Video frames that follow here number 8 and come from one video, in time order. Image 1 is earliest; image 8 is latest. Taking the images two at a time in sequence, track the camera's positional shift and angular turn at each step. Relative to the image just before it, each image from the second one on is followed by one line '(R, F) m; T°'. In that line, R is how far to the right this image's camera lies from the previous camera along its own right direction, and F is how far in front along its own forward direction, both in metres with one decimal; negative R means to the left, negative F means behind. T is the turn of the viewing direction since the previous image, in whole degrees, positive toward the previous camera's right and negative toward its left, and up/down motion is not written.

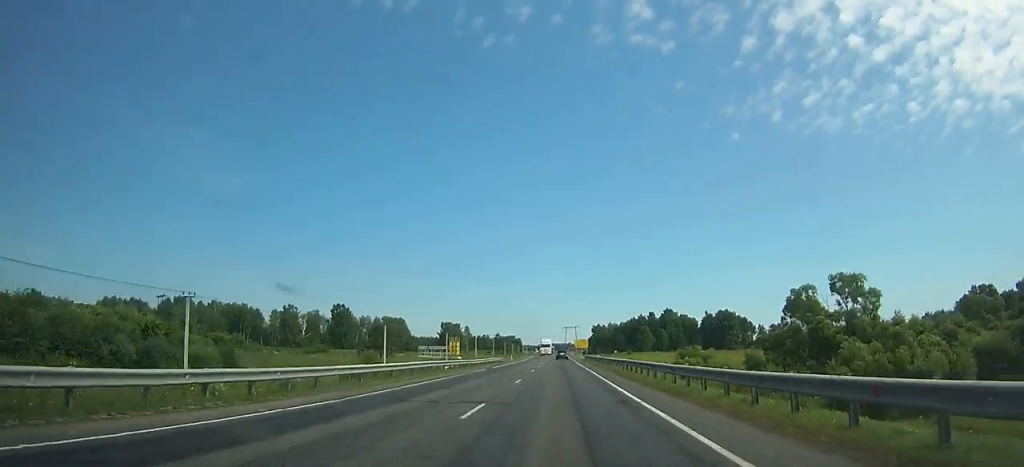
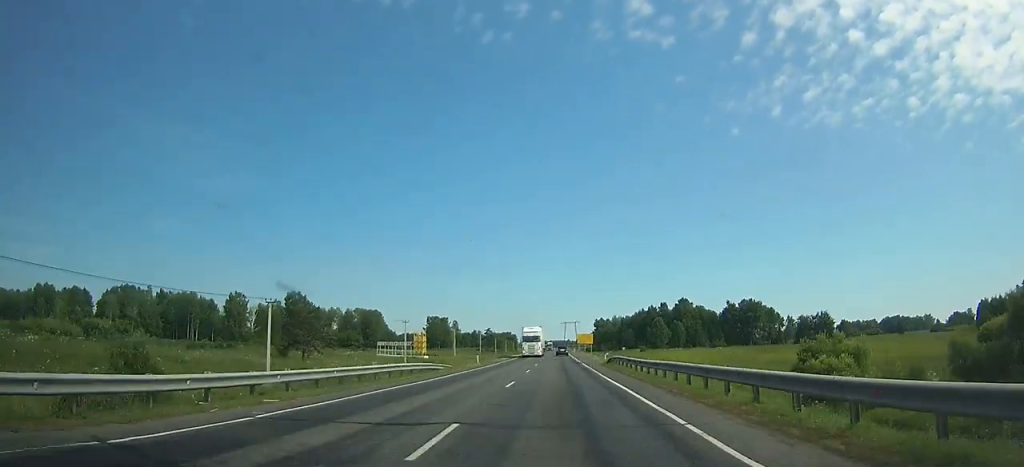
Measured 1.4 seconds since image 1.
(0.0, +39.5) m; 0°
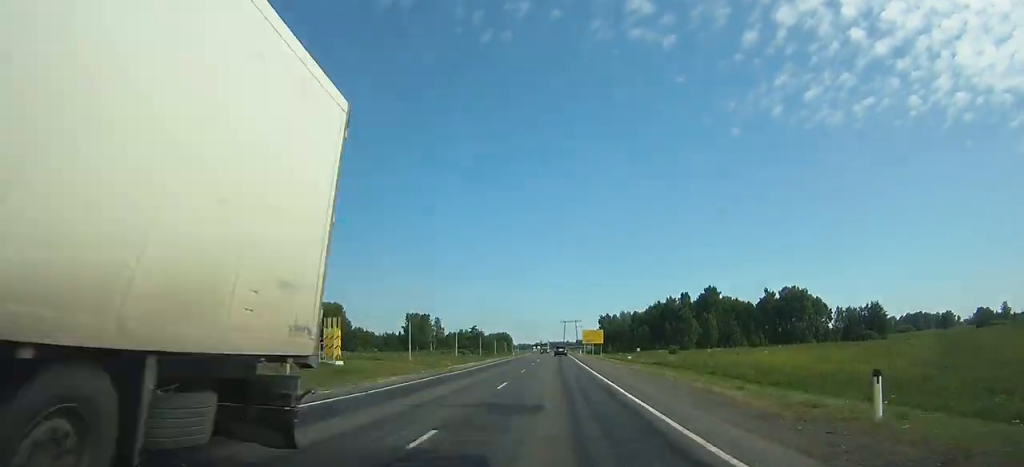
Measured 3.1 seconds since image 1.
(0.0, +48.0) m; 0°
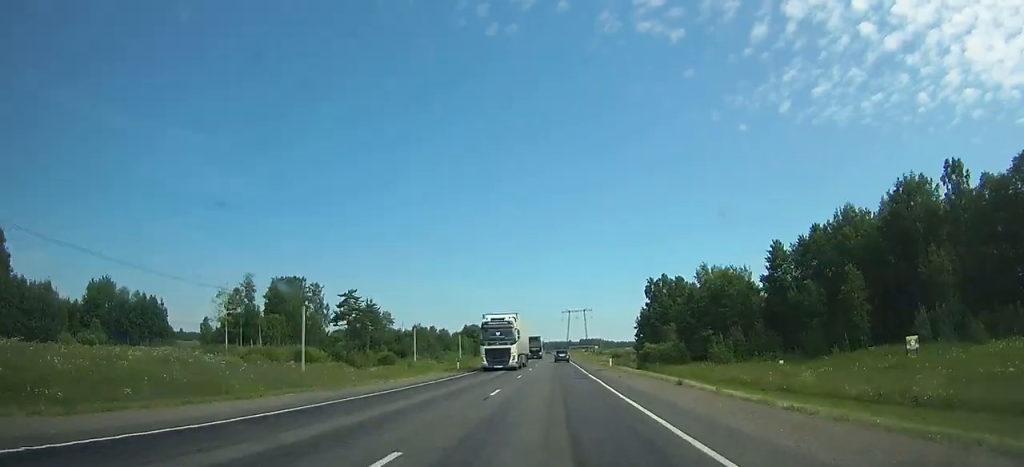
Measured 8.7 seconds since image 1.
(+0.3, +157.0) m; 0°
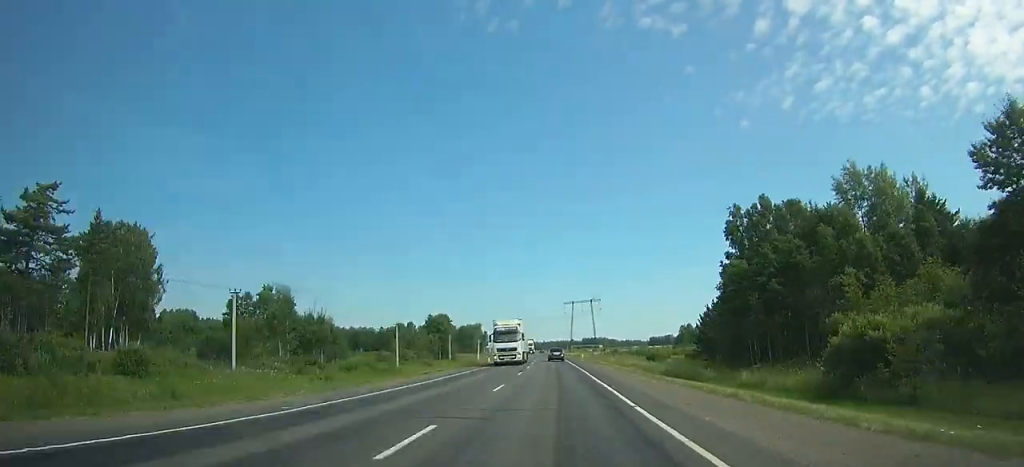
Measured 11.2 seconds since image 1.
(-0.2, +69.0) m; 0°
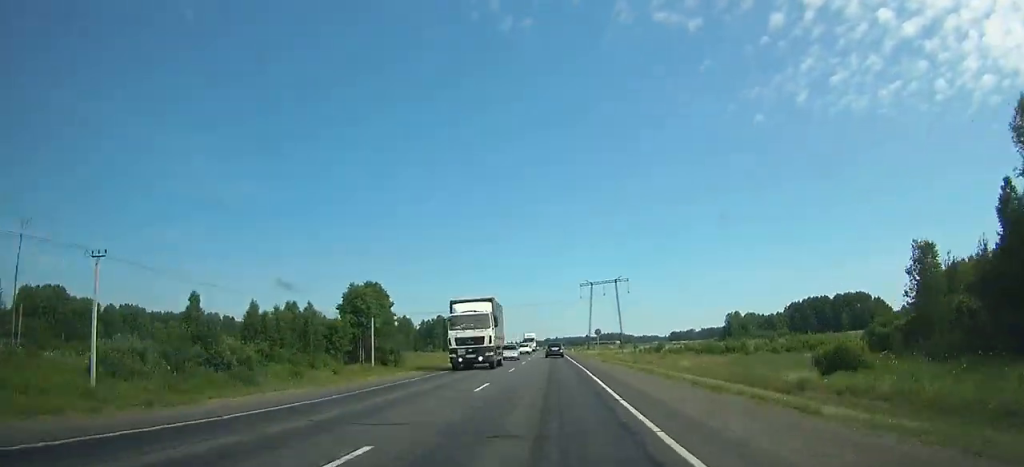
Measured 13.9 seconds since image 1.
(-0.2, +73.4) m; -1°
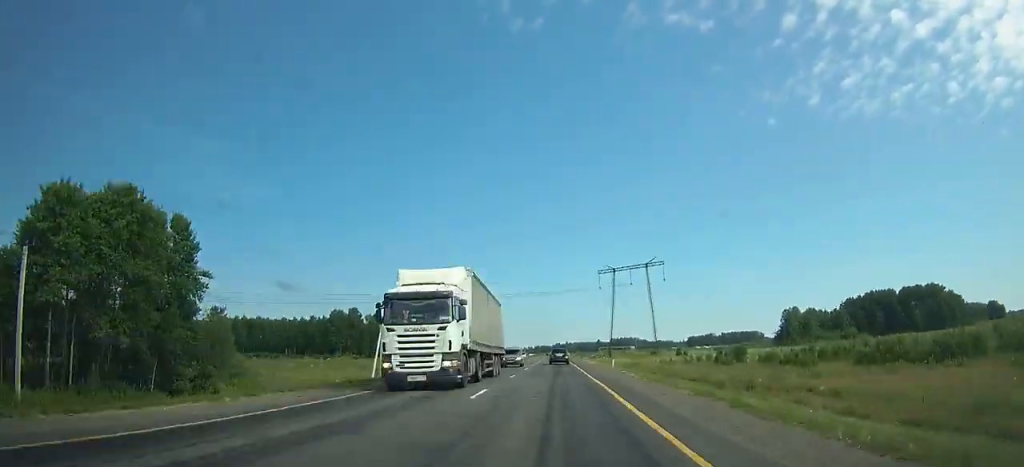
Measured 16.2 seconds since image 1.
(-0.6, +61.3) m; -1°
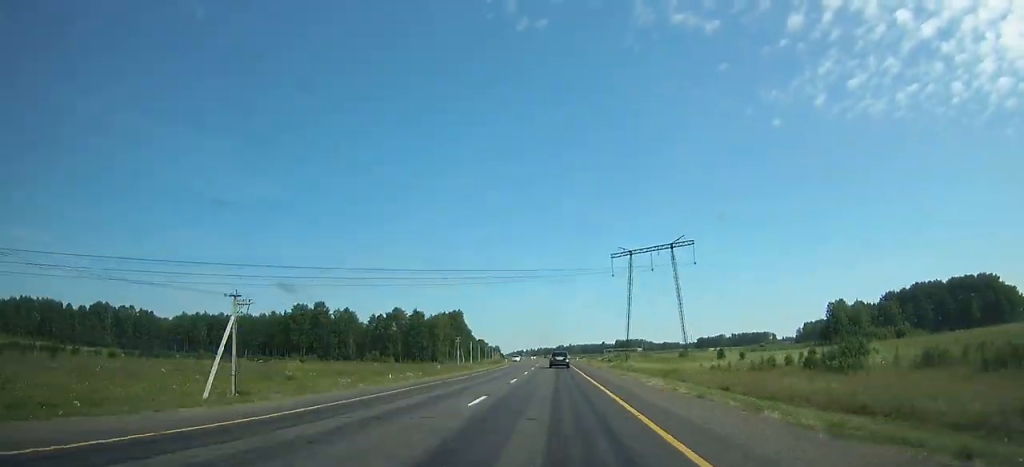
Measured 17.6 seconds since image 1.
(-0.2, +36.9) m; 0°
